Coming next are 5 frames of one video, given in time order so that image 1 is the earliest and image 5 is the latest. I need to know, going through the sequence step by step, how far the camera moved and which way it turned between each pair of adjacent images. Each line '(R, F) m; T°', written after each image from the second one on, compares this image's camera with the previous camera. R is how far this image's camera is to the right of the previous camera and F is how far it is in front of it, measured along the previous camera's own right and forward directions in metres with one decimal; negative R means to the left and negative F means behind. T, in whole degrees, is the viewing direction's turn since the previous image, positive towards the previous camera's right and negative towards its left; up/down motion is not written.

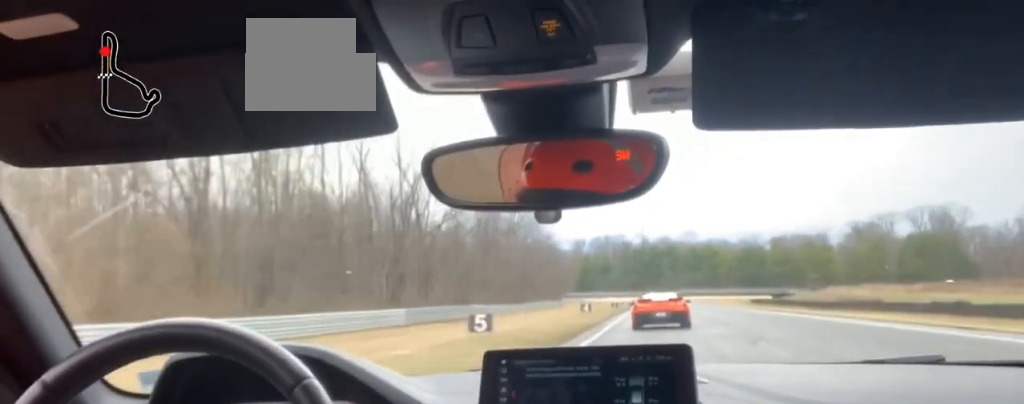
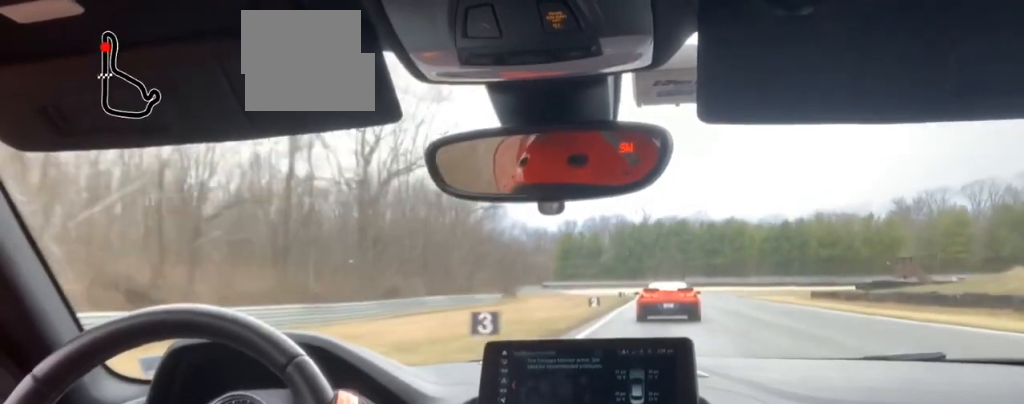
(0.0, +62.6) m; 0°
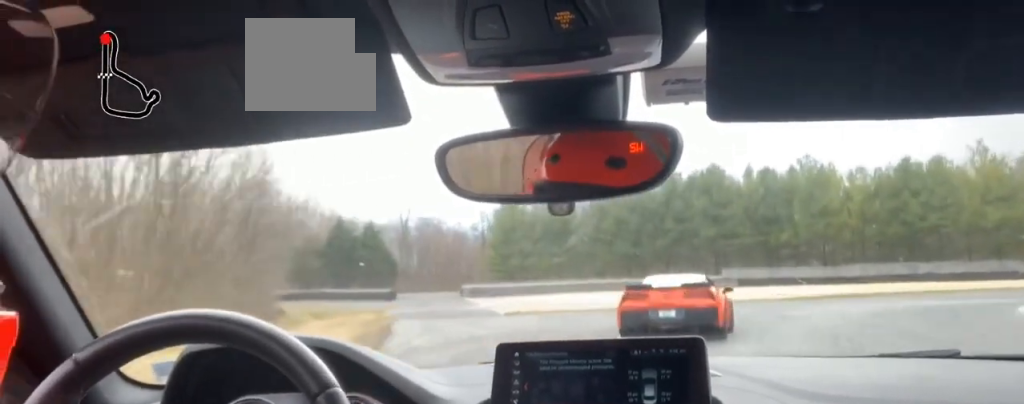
(-0.7, +97.6) m; +16°
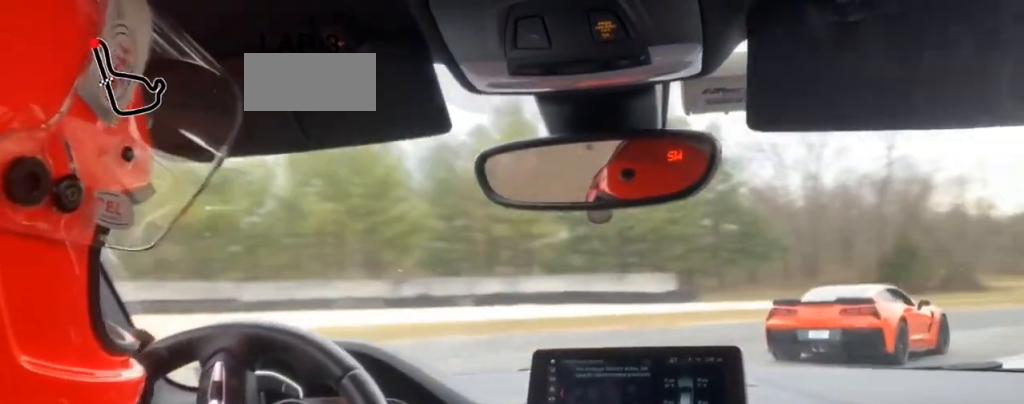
(+21.4, +39.9) m; +33°
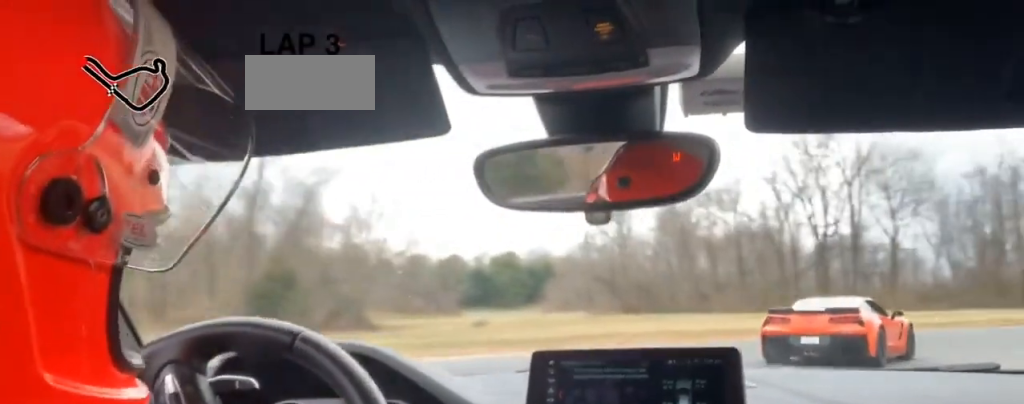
(0.0, +19.3) m; +3°
